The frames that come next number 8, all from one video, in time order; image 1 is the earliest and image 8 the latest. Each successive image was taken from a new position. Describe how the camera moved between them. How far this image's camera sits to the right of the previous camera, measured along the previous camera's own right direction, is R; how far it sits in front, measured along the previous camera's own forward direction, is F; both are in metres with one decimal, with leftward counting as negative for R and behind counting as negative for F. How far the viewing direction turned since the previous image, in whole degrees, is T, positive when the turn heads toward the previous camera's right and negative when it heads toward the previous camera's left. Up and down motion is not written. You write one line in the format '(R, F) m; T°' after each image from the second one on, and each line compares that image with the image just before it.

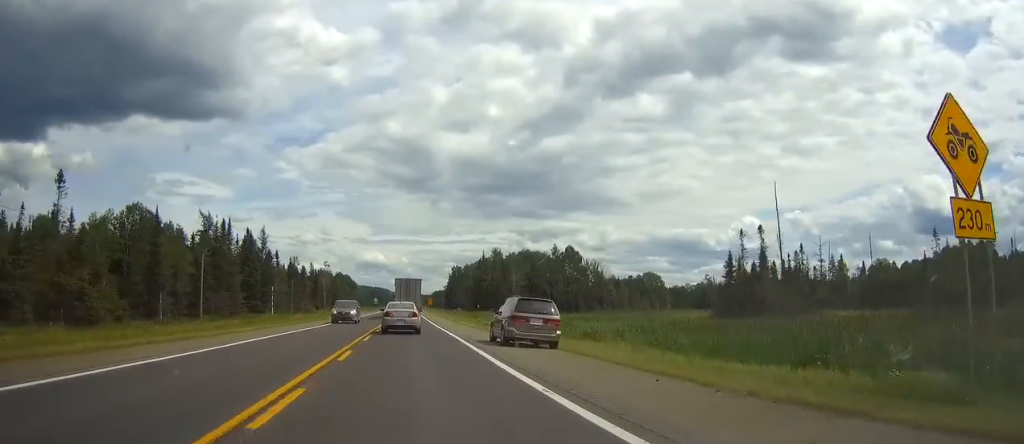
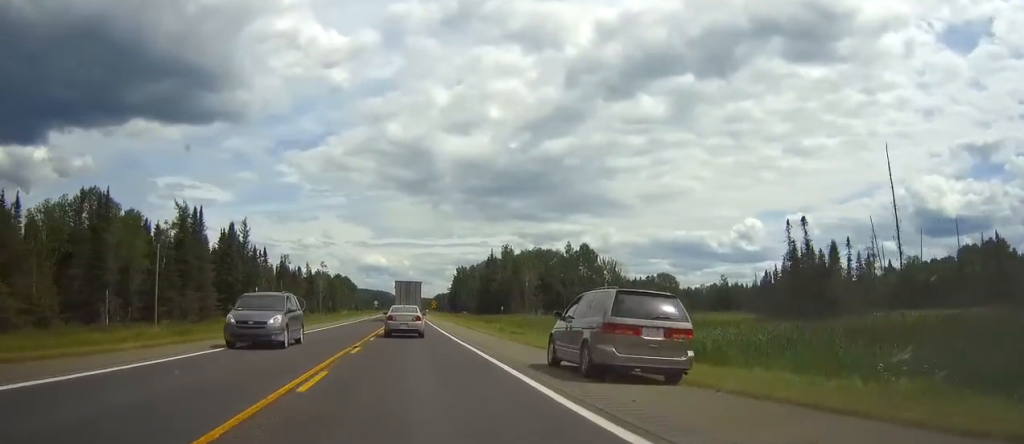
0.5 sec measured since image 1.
(0.0, +14.5) m; 0°
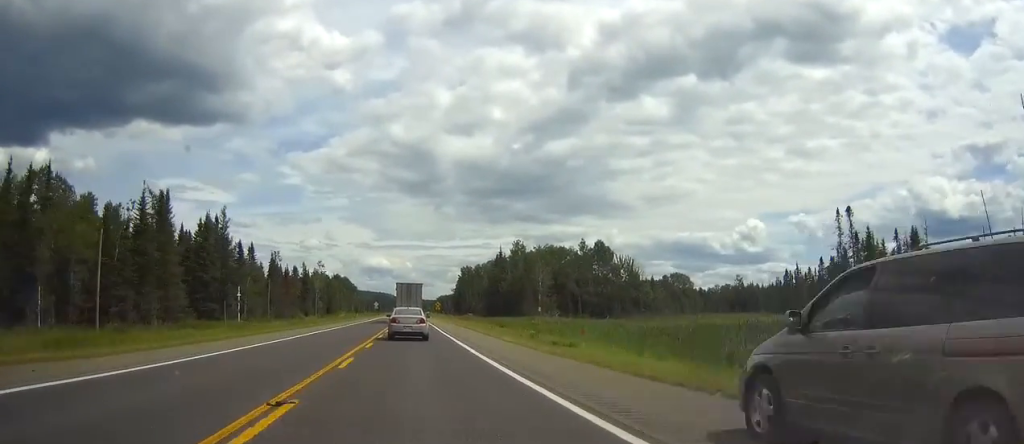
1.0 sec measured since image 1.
(+0.1, +12.7) m; 0°
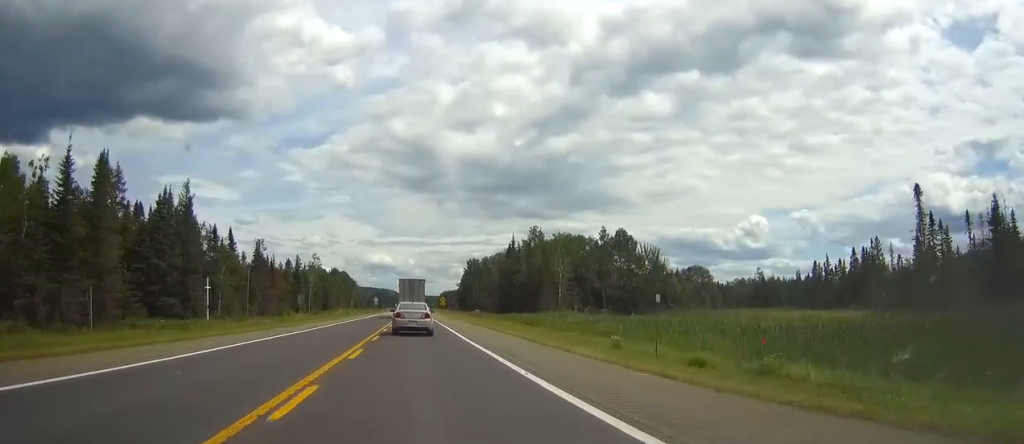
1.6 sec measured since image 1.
(-0.2, +16.2) m; 0°
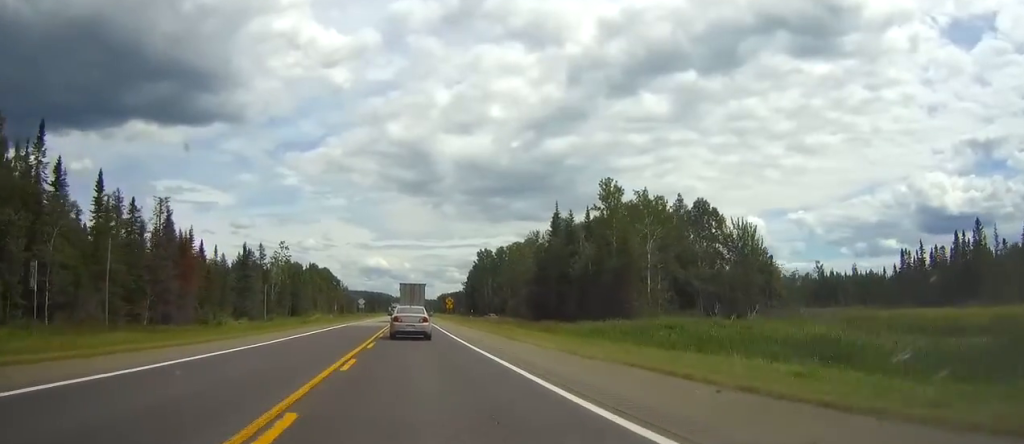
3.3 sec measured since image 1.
(0.0, +46.6) m; +1°
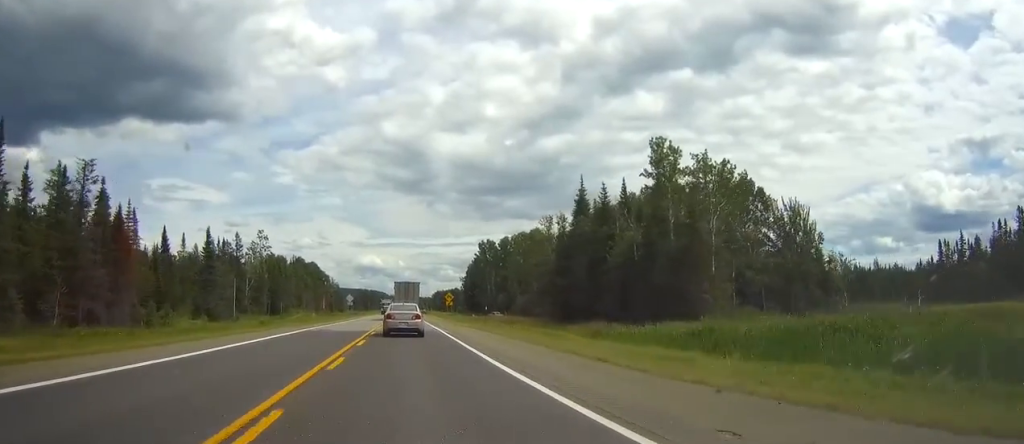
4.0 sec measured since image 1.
(+0.1, +17.8) m; 0°
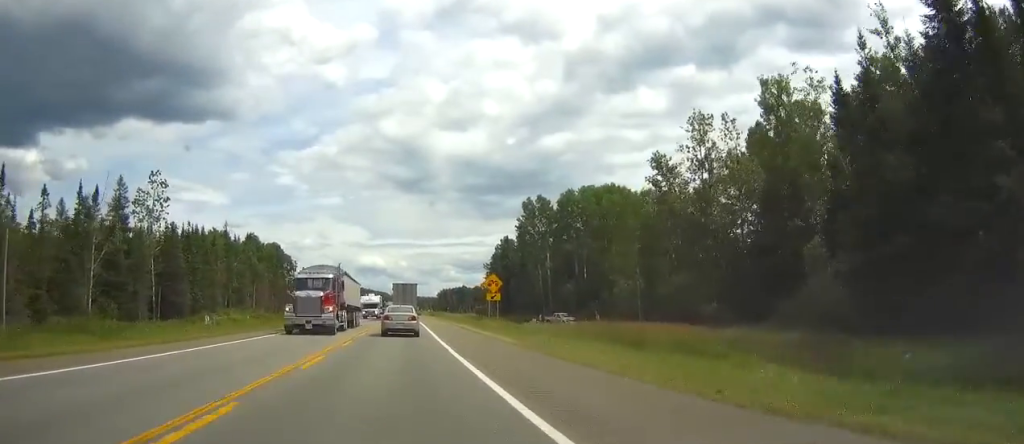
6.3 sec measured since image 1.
(0.0, +61.9) m; 0°
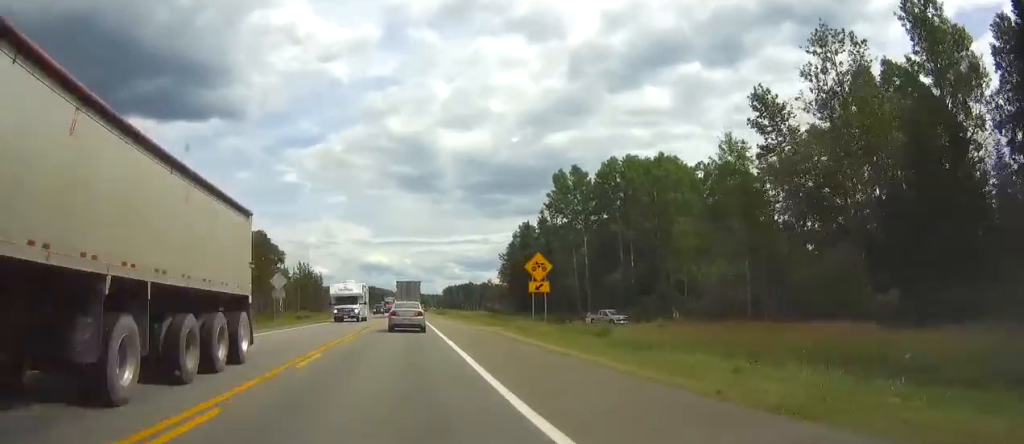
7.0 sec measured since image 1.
(-0.1, +18.5) m; 0°
